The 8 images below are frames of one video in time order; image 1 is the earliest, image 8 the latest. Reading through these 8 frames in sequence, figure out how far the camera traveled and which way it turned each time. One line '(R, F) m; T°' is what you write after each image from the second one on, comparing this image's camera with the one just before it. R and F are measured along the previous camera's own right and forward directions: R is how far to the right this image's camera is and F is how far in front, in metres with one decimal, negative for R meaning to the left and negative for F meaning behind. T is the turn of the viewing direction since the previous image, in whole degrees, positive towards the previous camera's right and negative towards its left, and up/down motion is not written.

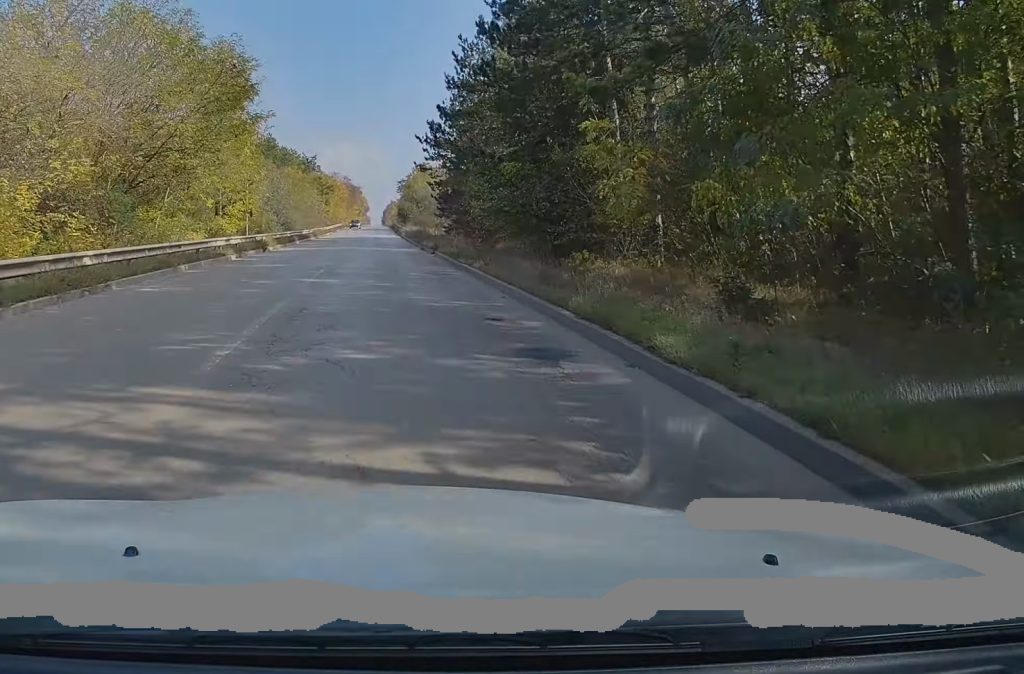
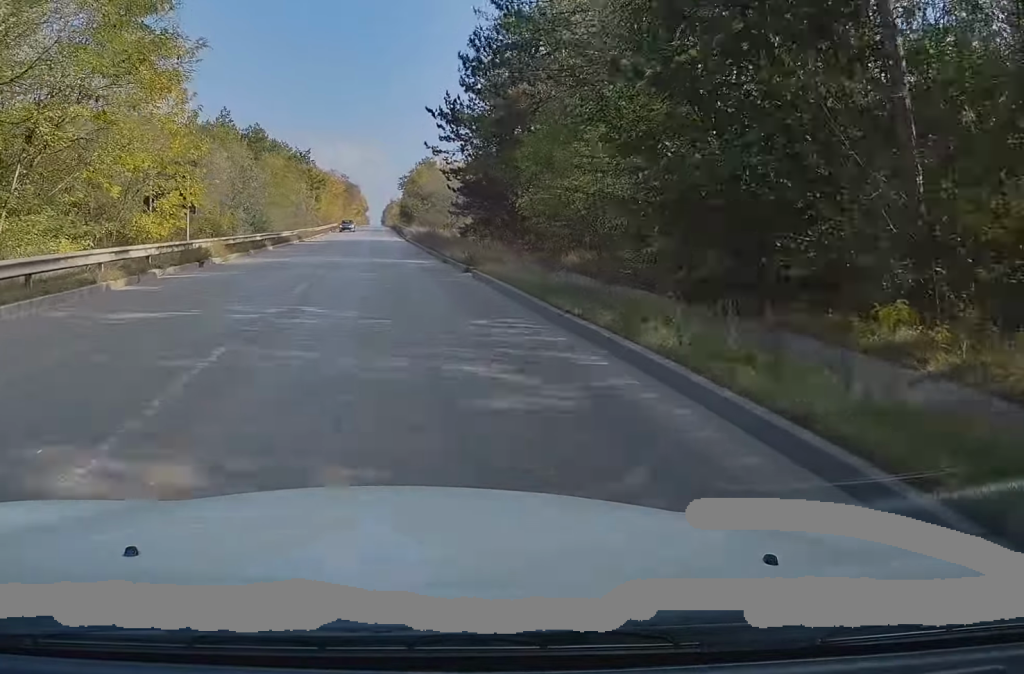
(0.0, +13.7) m; 0°
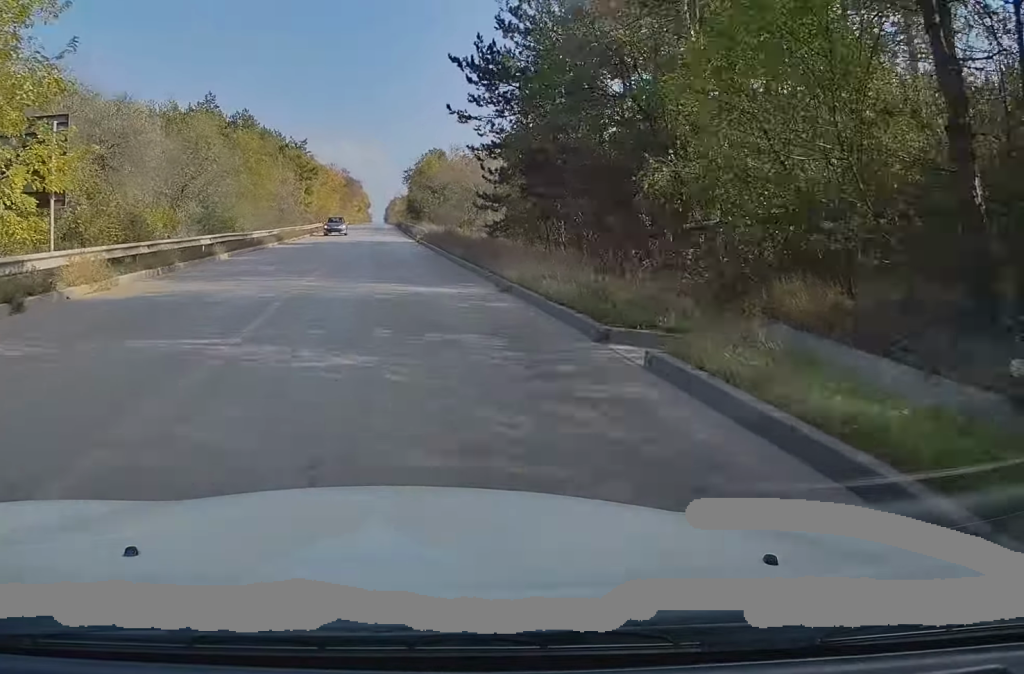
(0.0, +13.2) m; 0°
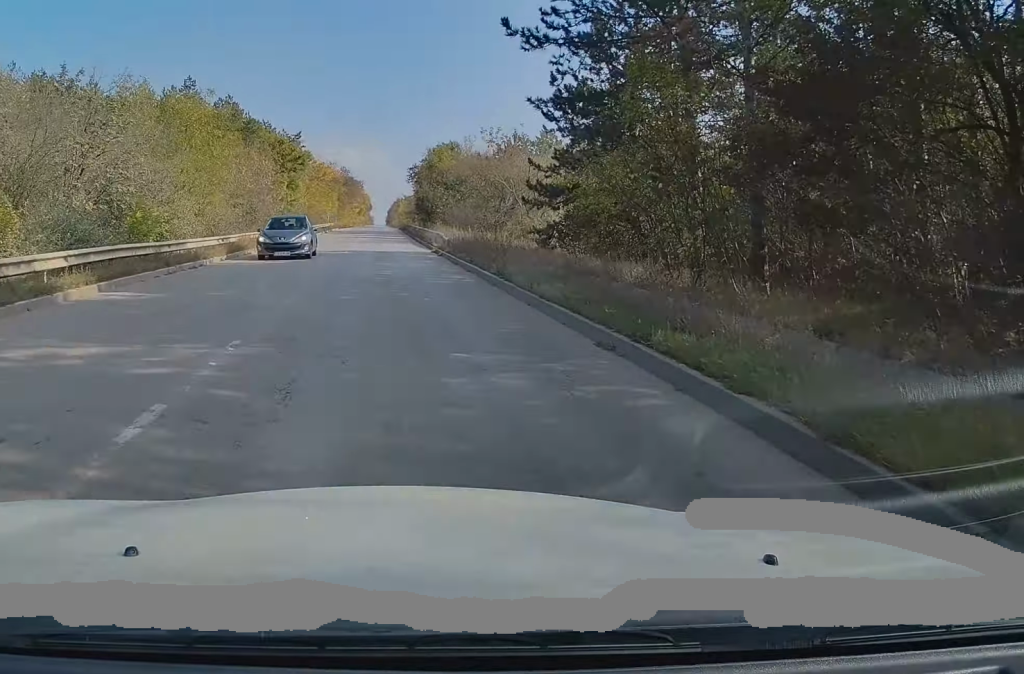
(0.0, +13.9) m; 0°
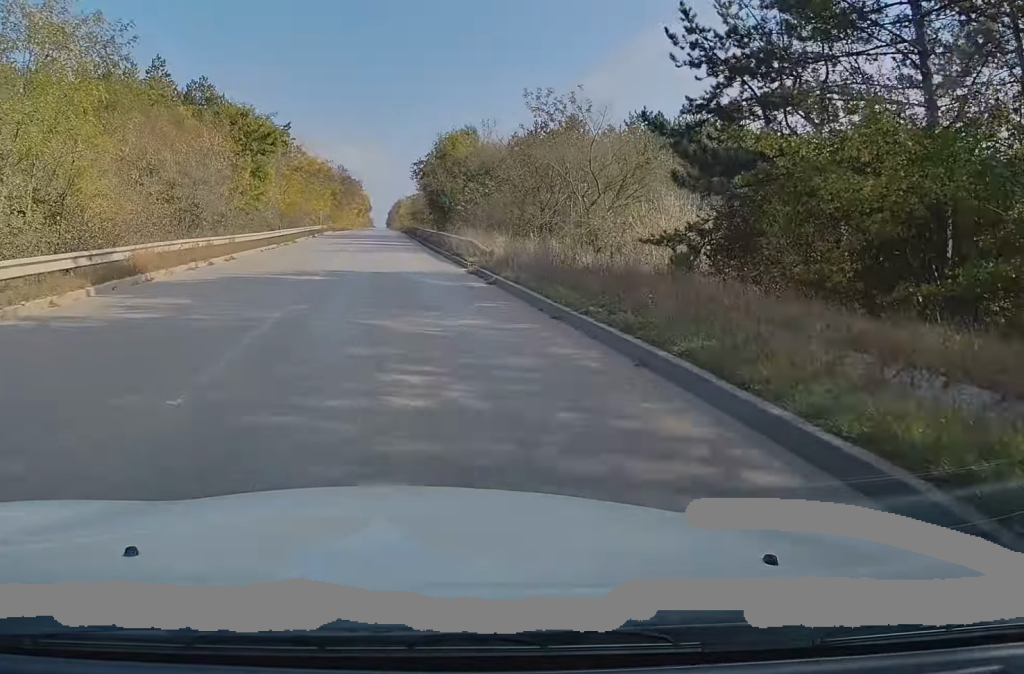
(0.0, +14.7) m; 0°
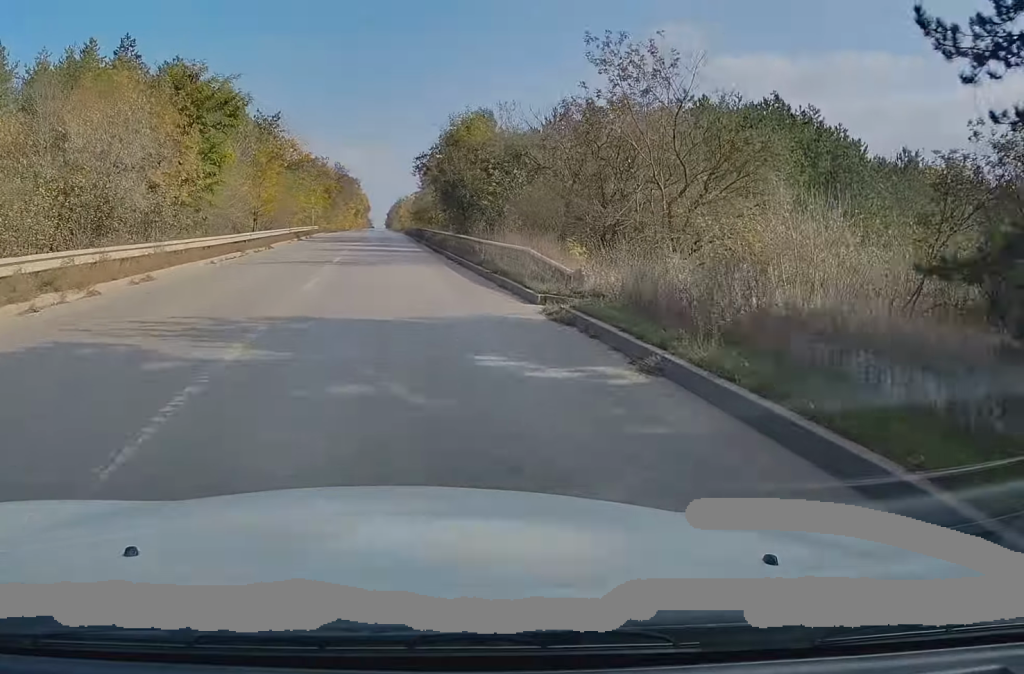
(0.0, +10.7) m; 0°
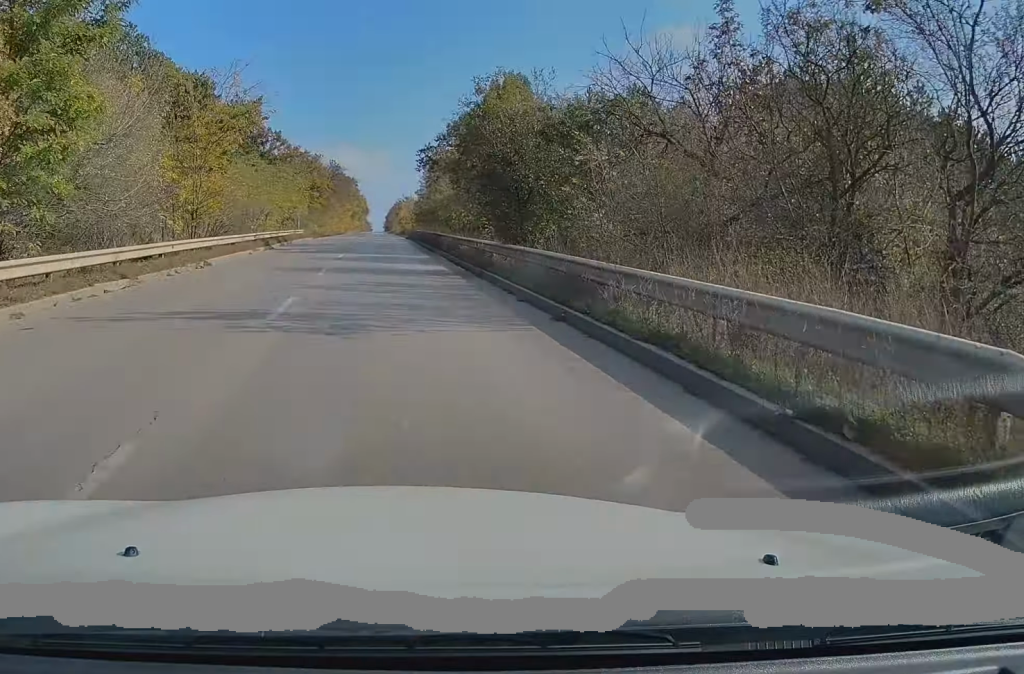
(0.0, +14.4) m; +1°
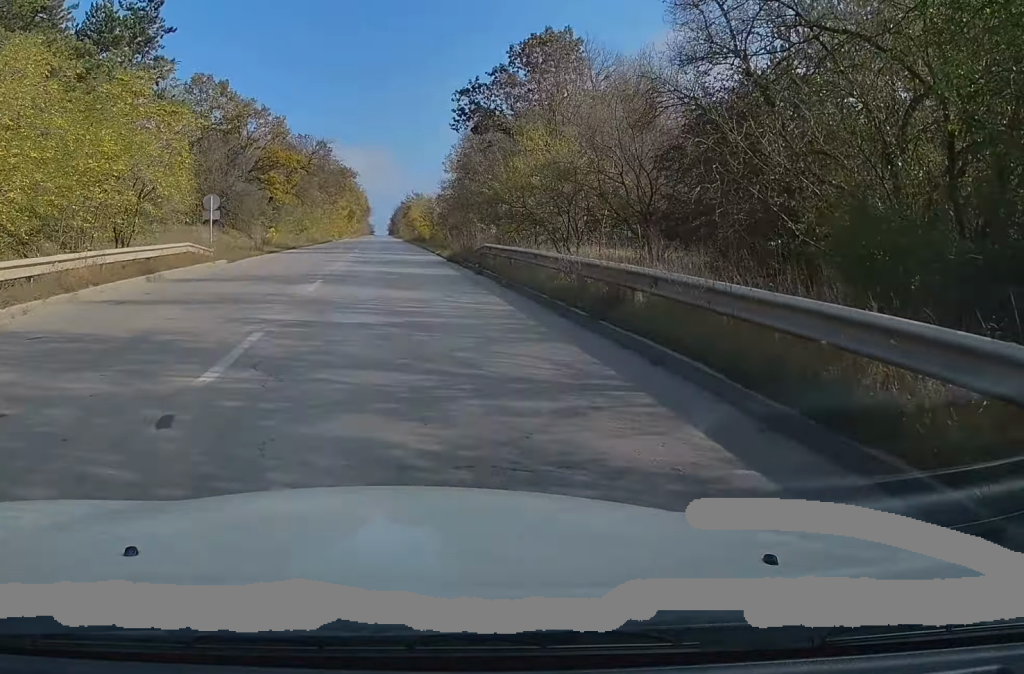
(0.0, +41.1) m; -1°
